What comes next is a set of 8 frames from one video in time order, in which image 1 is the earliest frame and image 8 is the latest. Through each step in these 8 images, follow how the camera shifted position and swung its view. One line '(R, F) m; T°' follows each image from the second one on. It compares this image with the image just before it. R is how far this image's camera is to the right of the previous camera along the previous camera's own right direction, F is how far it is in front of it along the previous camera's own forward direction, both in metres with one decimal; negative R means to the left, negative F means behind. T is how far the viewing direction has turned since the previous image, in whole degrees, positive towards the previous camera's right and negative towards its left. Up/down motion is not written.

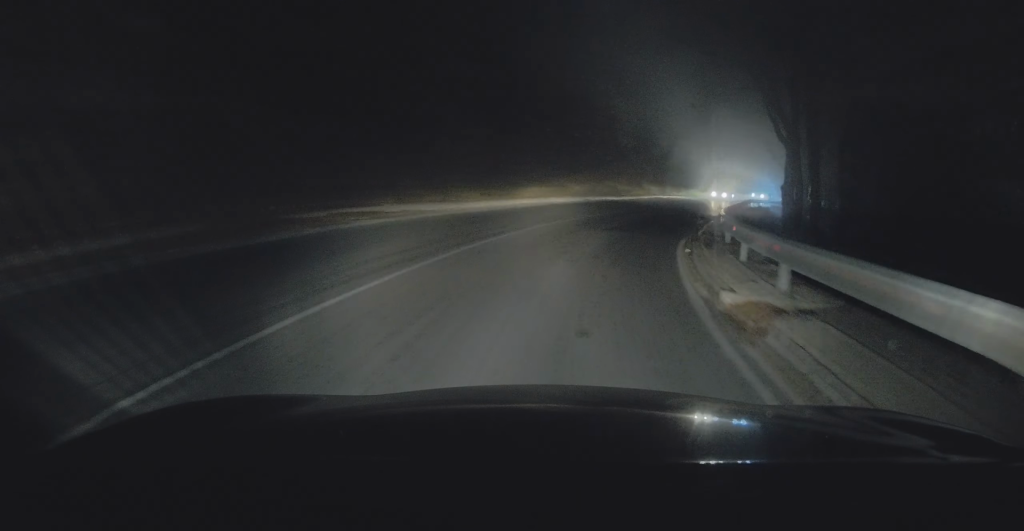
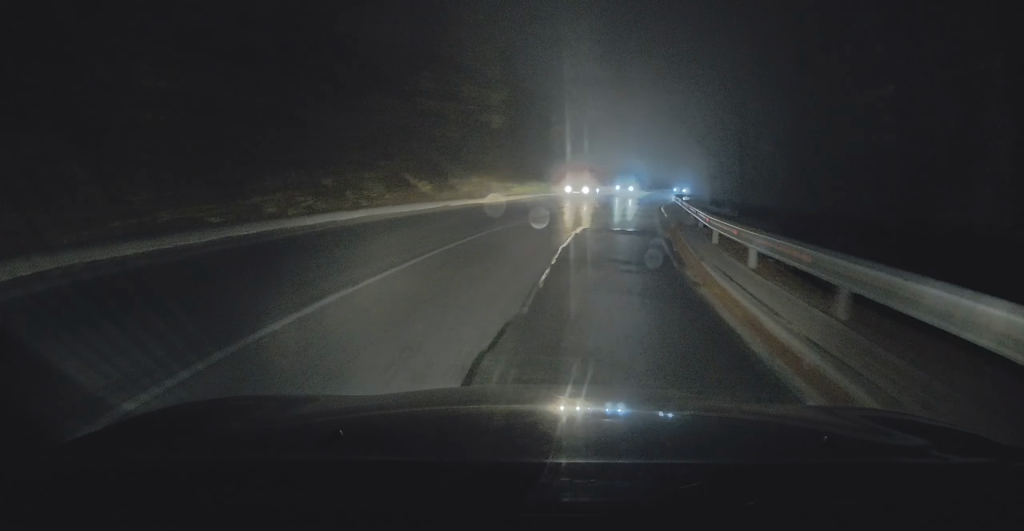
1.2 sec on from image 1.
(+1.2, +10.8) m; +13°
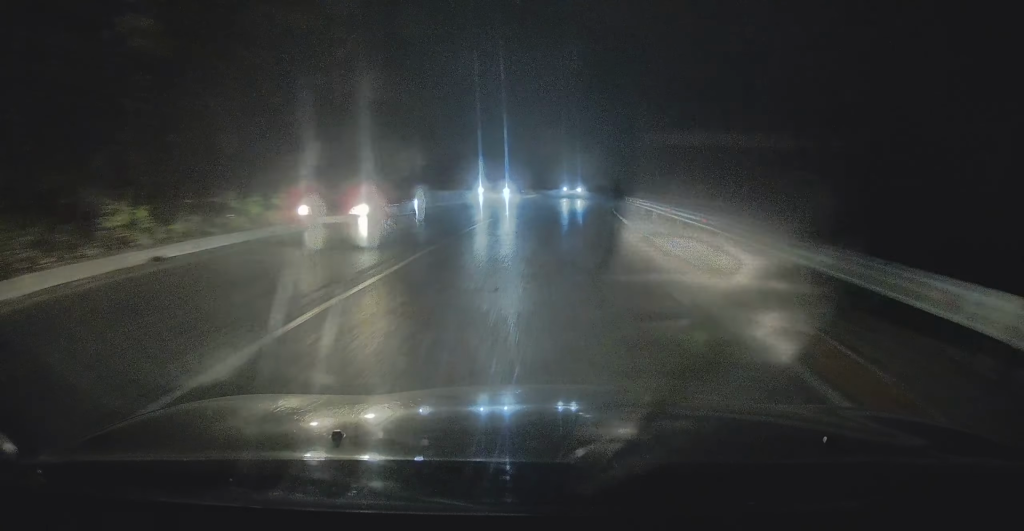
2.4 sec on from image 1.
(+1.4, +12.4) m; +9°
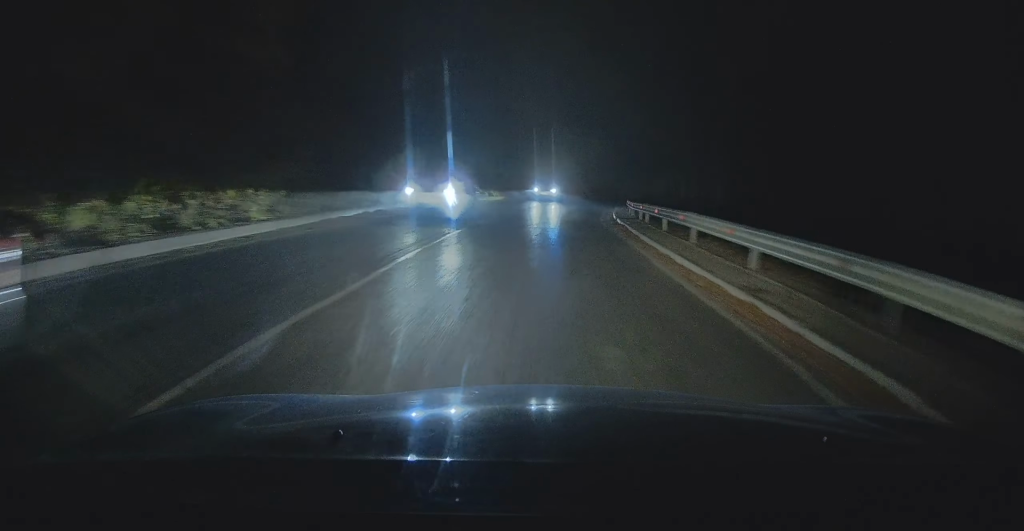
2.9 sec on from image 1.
(+0.1, +5.0) m; +2°
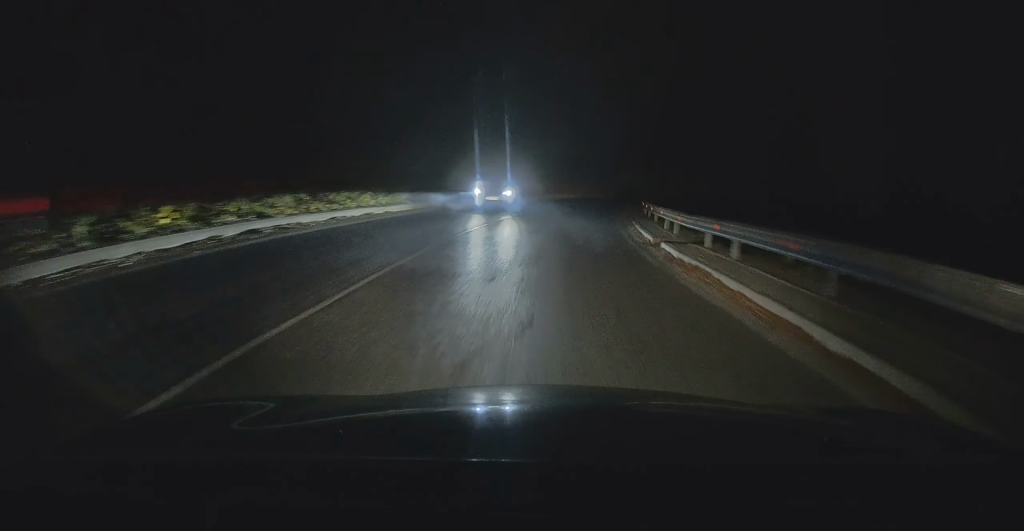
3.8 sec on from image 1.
(+0.3, +9.0) m; +3°
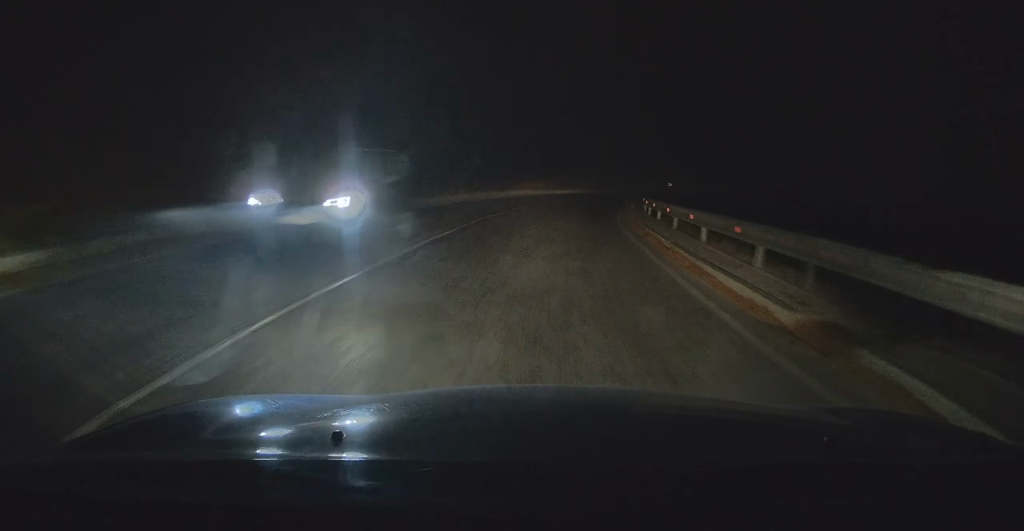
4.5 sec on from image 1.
(+0.2, +8.8) m; +3°
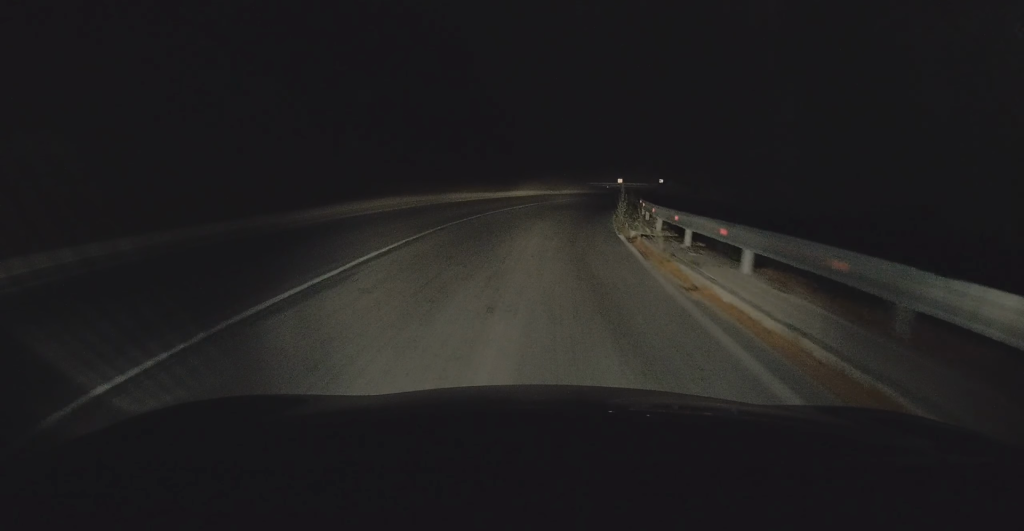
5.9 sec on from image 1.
(+0.5, +16.2) m; +4°
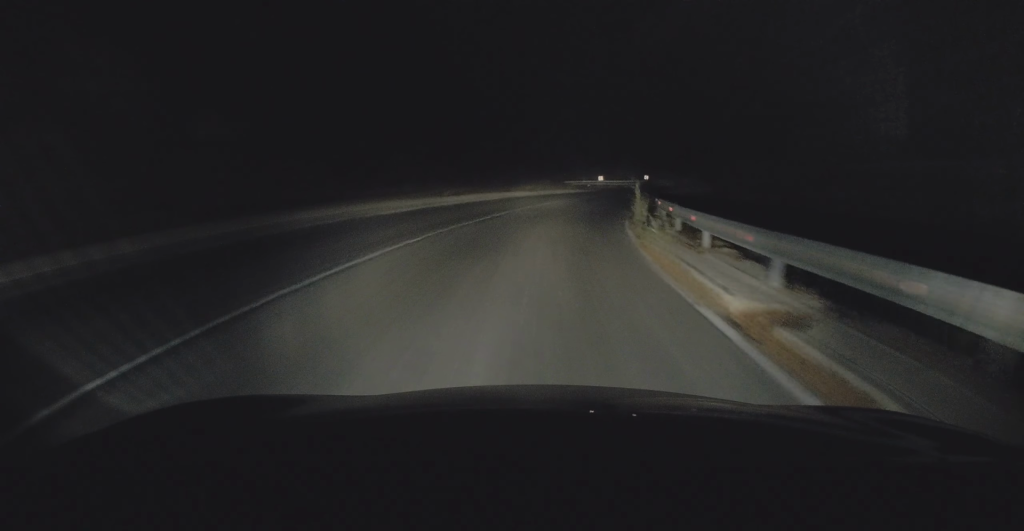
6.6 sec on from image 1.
(+0.3, +9.7) m; +3°
